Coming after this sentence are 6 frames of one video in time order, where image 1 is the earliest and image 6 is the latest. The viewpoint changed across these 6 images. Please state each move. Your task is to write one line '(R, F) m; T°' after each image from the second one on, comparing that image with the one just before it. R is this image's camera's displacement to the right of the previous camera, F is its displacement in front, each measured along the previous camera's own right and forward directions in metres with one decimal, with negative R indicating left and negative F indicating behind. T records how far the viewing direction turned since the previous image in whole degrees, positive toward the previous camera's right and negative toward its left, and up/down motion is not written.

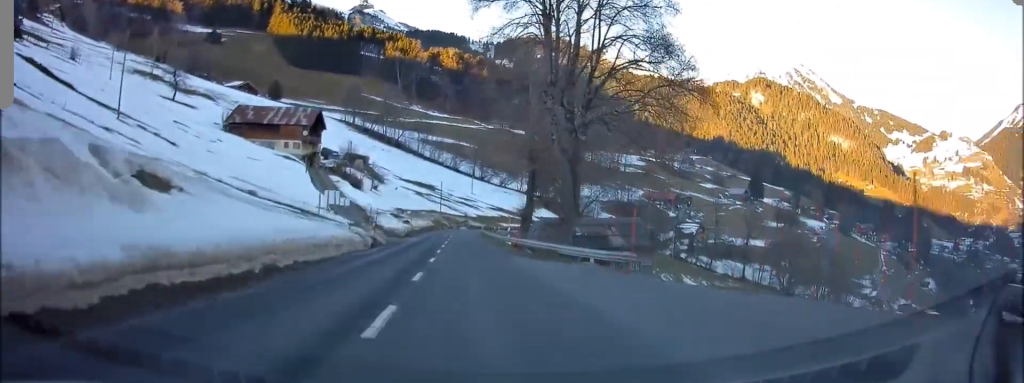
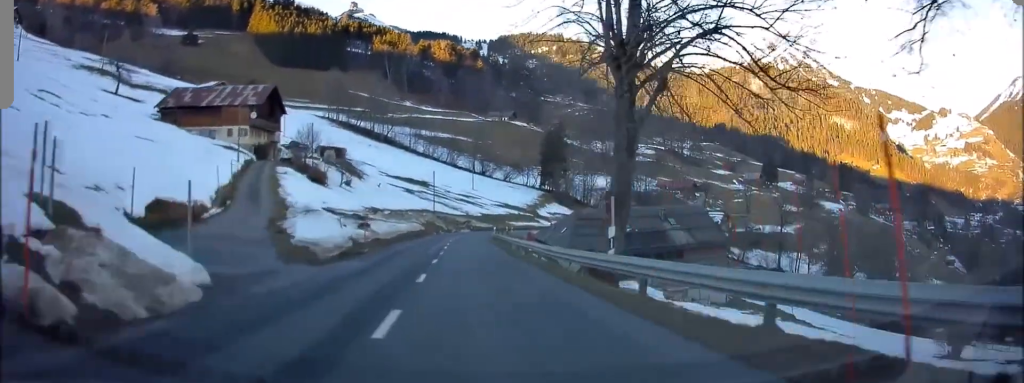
(-0.4, +26.5) m; -1°
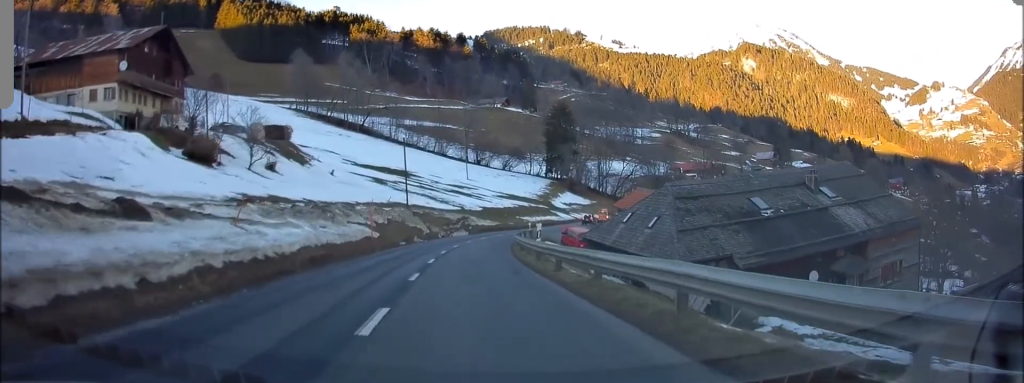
(0.0, +32.6) m; 0°
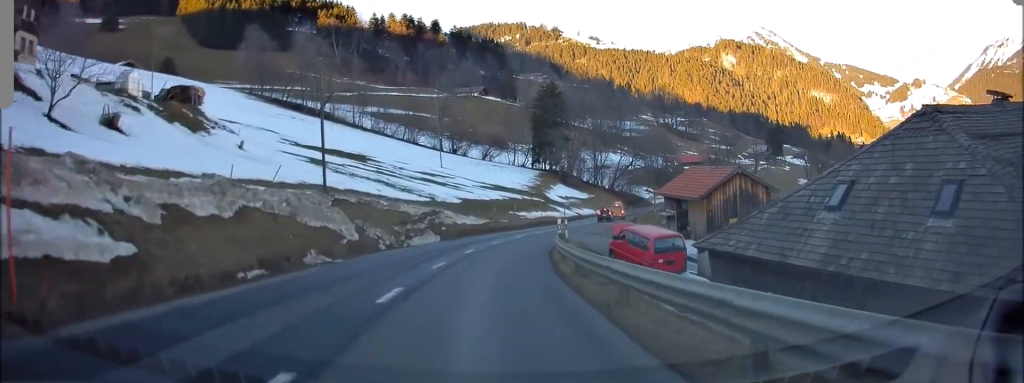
(+0.4, +23.0) m; +3°
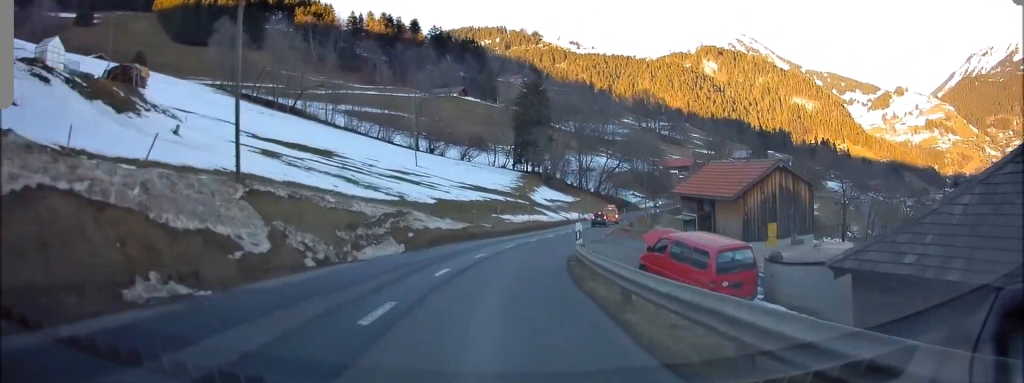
(0.0, +7.9) m; +2°
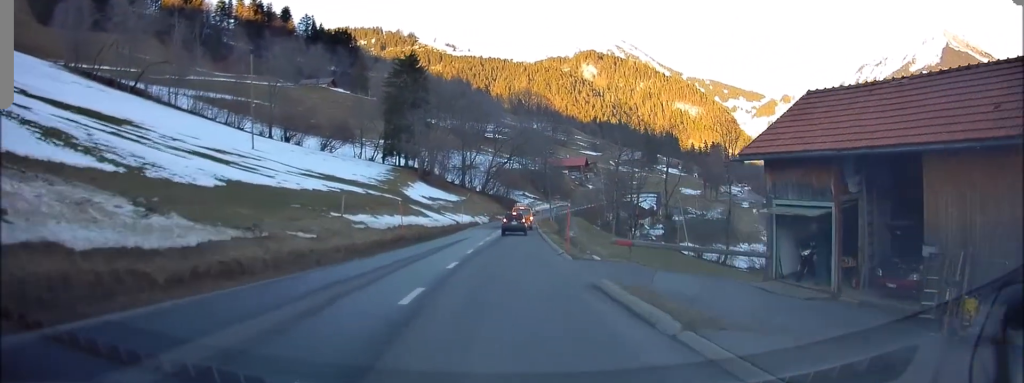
(+2.3, +23.1) m; +11°
